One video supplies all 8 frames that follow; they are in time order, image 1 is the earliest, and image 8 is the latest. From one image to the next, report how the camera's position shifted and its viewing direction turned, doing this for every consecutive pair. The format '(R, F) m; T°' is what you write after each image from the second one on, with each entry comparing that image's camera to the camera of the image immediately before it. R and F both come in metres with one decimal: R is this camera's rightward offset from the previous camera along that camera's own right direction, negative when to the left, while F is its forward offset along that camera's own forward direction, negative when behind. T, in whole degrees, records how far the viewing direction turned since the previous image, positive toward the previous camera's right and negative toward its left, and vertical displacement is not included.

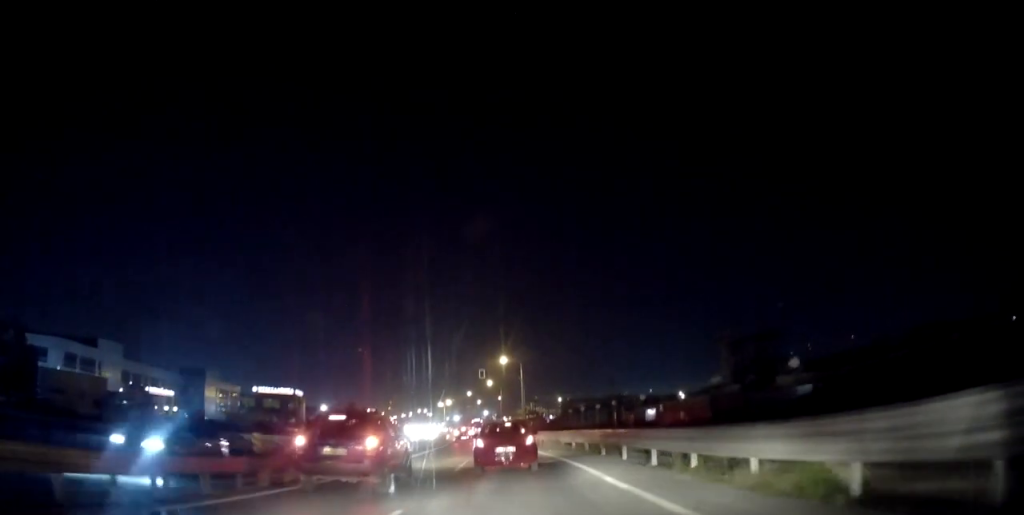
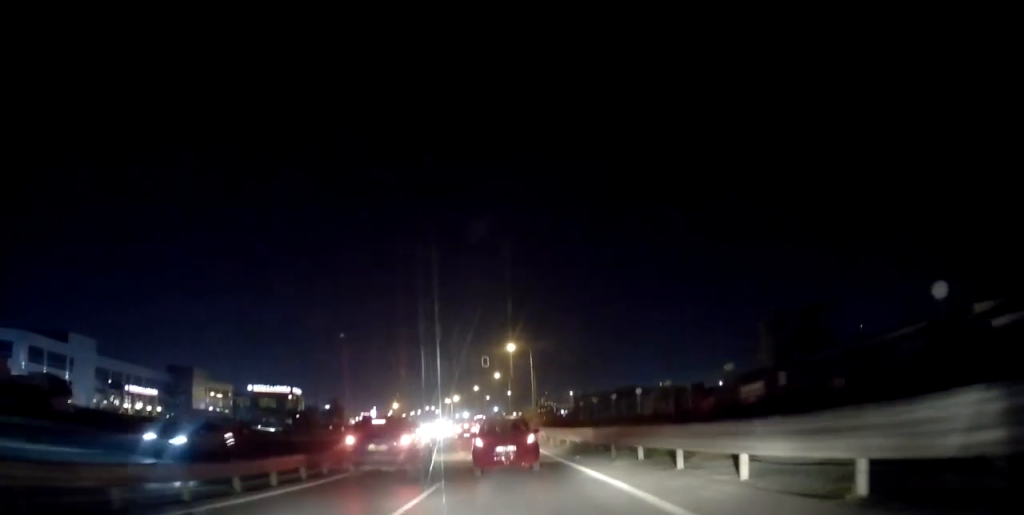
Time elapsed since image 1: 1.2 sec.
(+0.1, +9.3) m; 0°
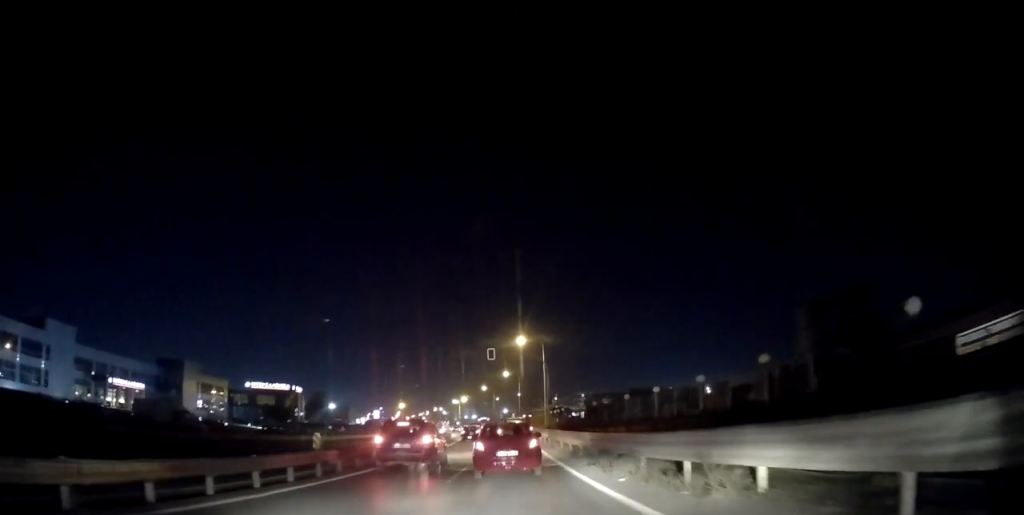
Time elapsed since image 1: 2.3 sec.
(0.0, +7.2) m; -2°
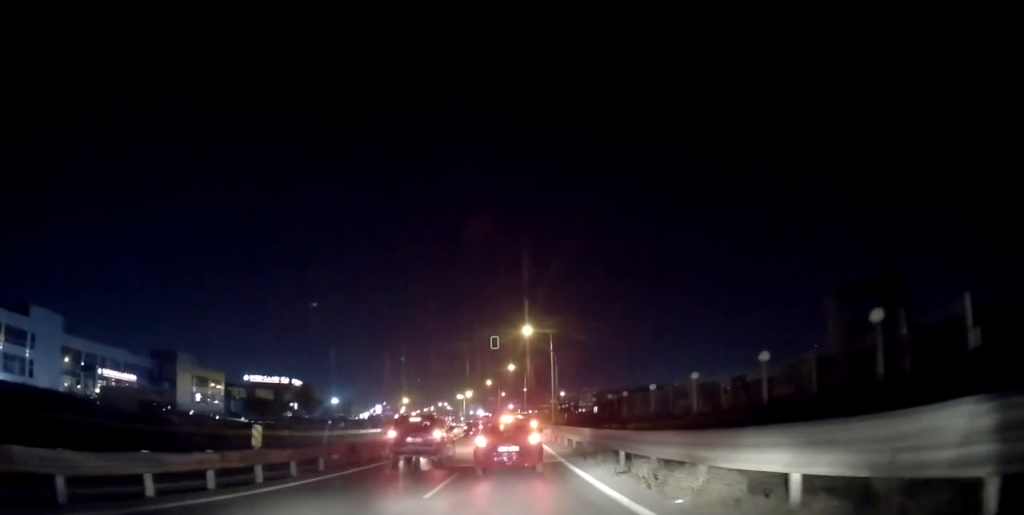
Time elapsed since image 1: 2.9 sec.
(-0.2, +4.2) m; -1°
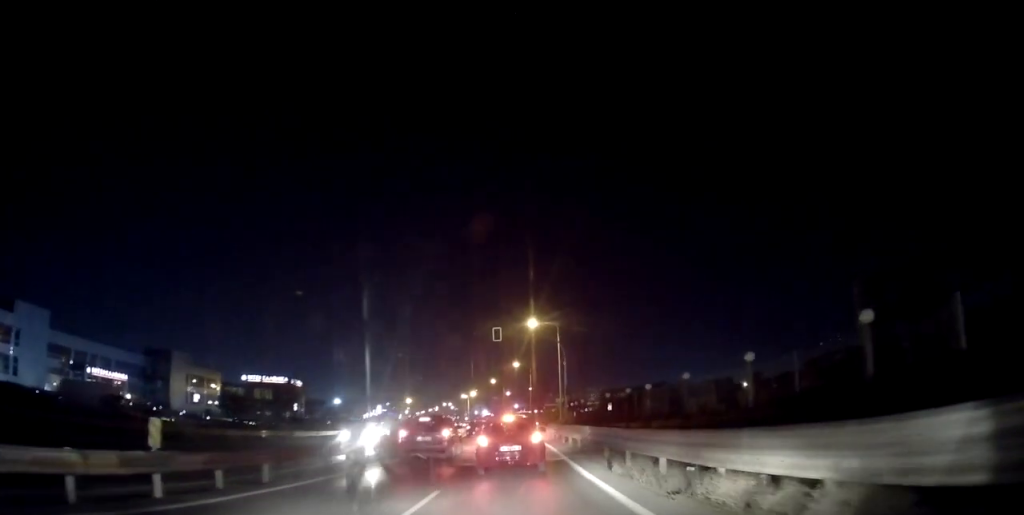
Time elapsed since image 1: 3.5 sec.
(+0.1, +4.0) m; +2°
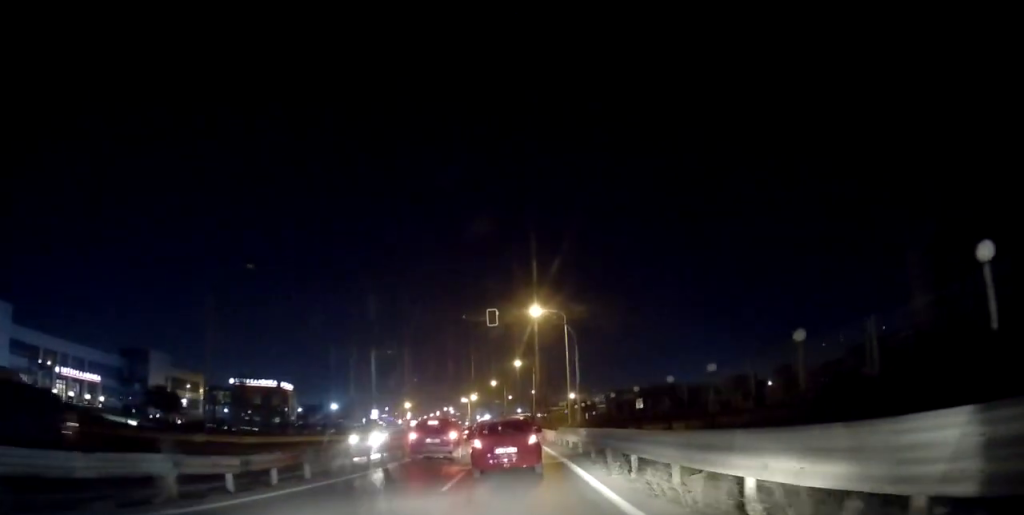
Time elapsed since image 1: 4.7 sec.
(+0.3, +7.8) m; +1°
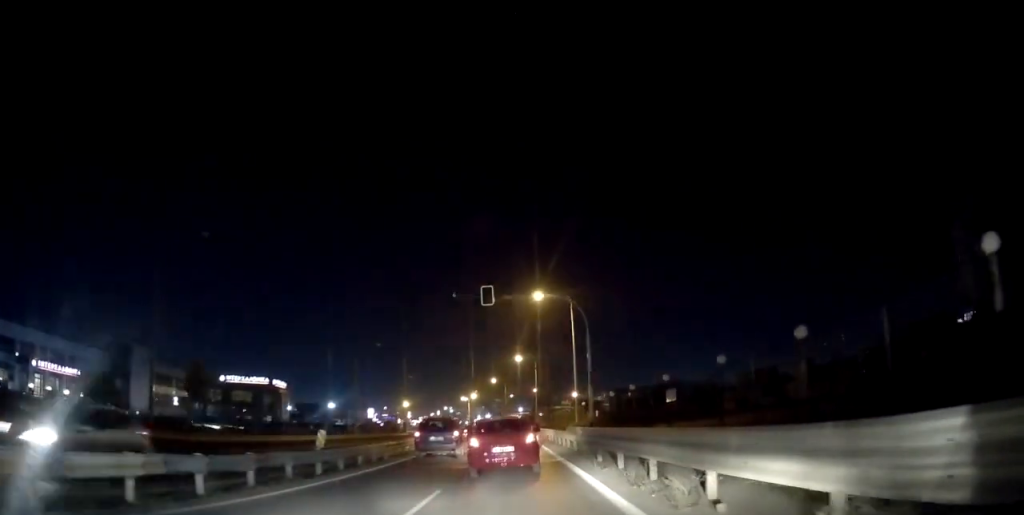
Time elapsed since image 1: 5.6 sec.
(-0.1, +5.2) m; -4°
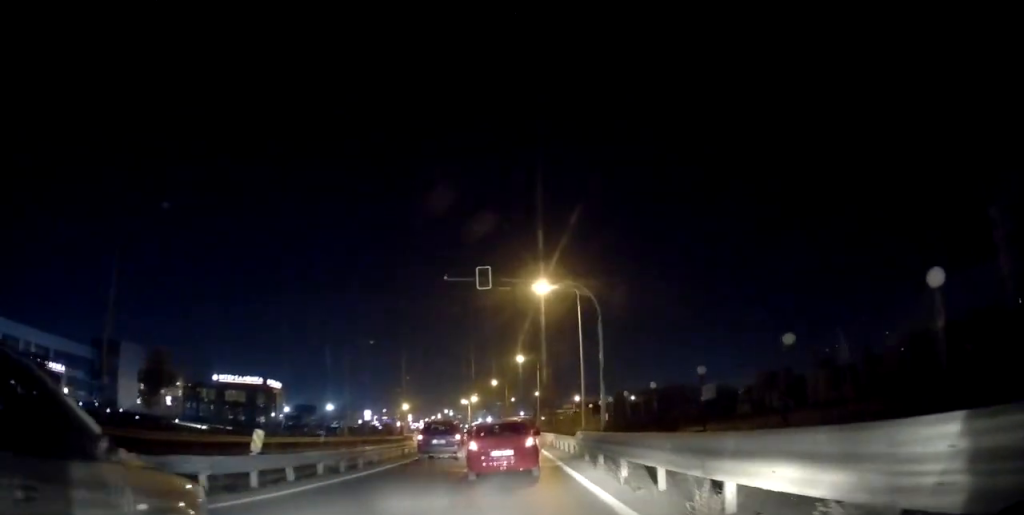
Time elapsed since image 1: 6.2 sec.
(-0.1, +3.8) m; -1°
